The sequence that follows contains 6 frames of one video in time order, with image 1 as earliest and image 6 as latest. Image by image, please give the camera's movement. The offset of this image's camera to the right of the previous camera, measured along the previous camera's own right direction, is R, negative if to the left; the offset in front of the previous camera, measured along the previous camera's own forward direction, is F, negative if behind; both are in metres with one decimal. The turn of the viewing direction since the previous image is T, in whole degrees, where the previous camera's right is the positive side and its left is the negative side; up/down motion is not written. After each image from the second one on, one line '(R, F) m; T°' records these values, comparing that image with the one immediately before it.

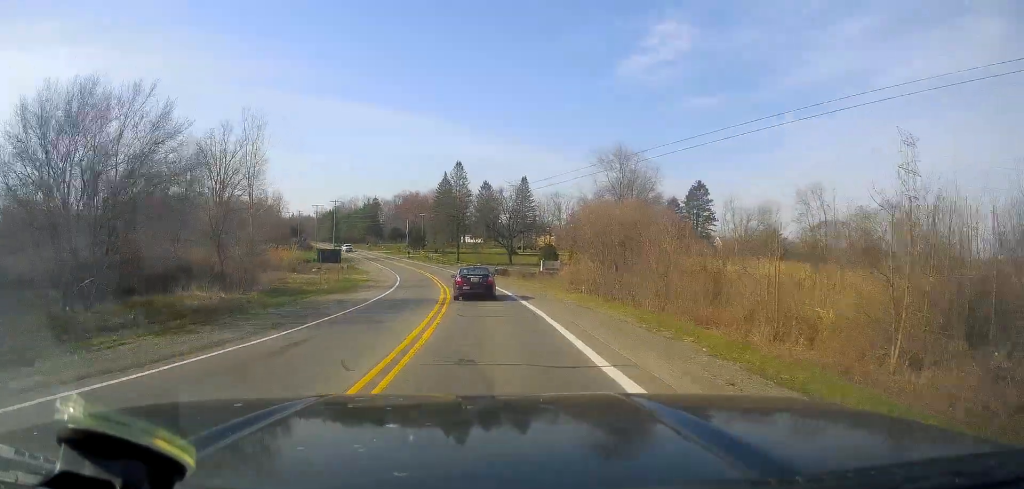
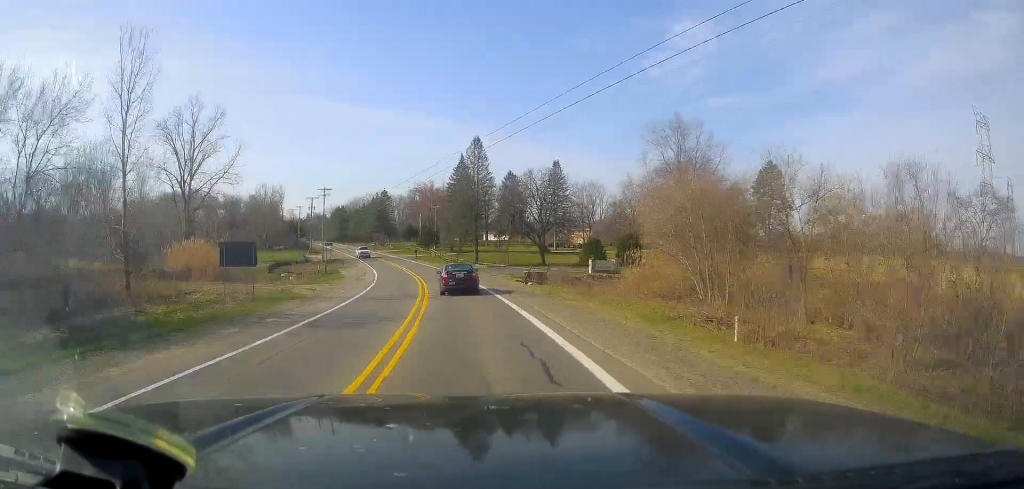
(-1.0, +23.5) m; -5°
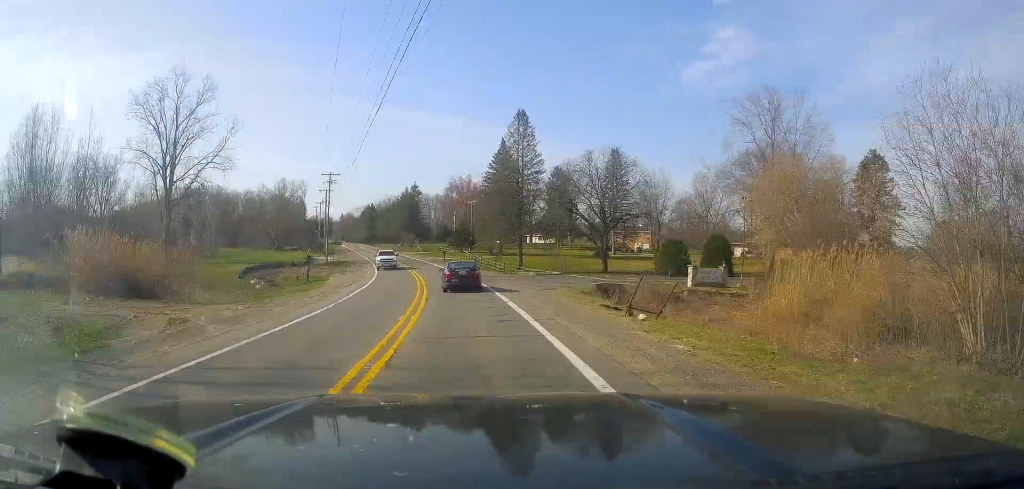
(-0.6, +19.4) m; -2°
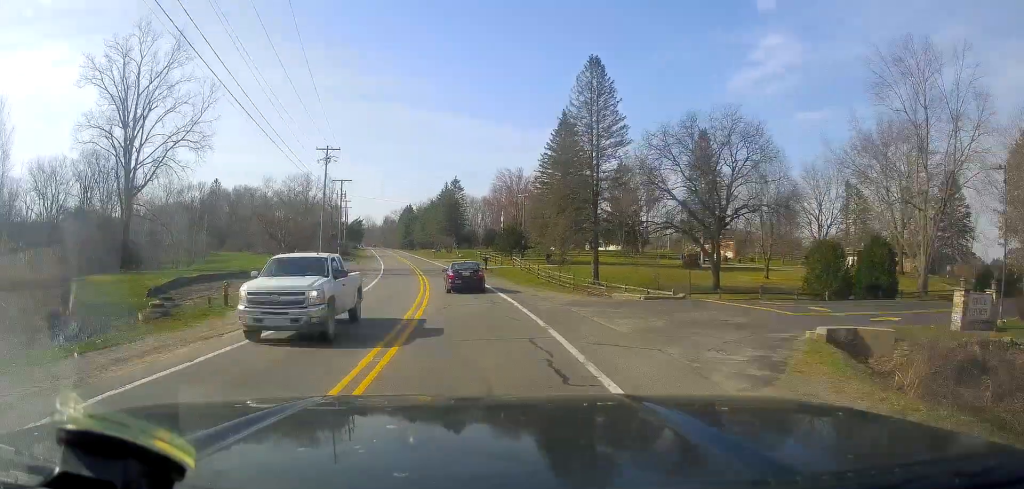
(-0.4, +22.0) m; -4°
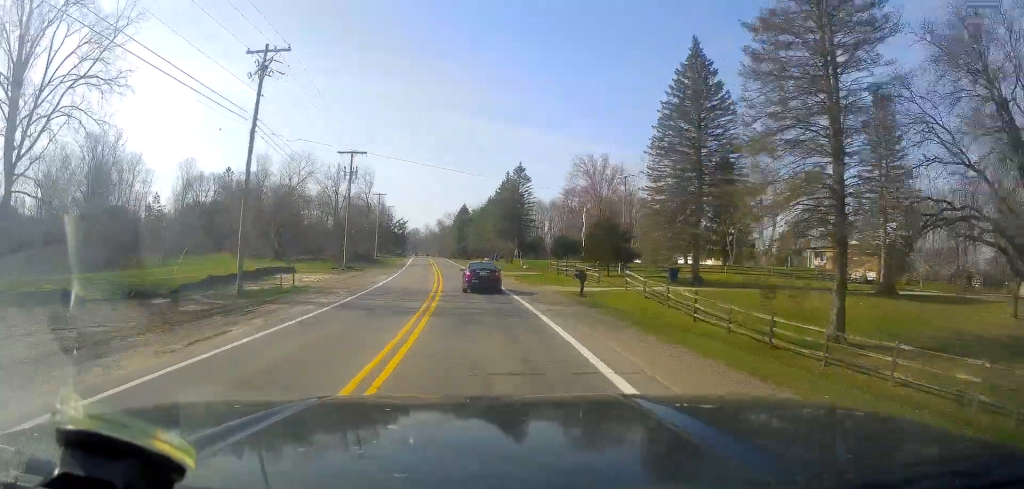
(-1.7, +29.2) m; -8°
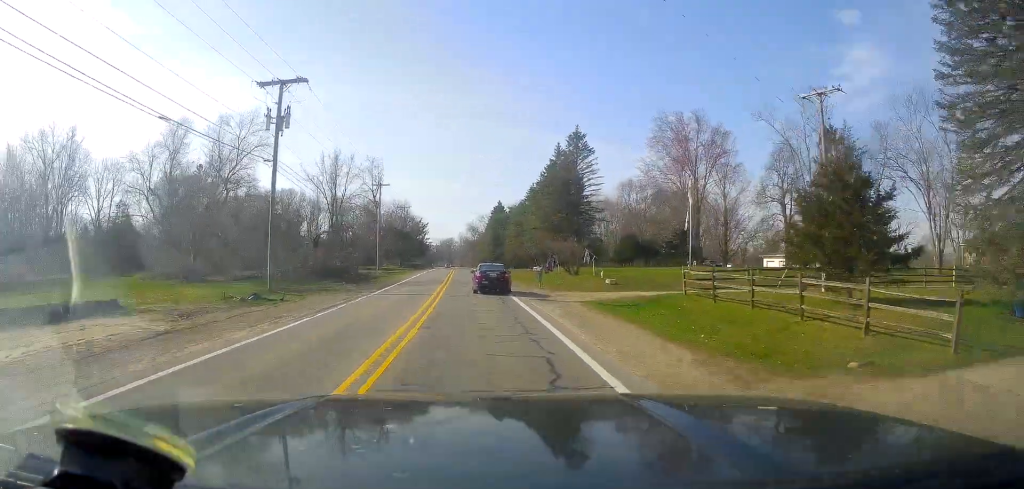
(-1.3, +29.9) m; -3°
